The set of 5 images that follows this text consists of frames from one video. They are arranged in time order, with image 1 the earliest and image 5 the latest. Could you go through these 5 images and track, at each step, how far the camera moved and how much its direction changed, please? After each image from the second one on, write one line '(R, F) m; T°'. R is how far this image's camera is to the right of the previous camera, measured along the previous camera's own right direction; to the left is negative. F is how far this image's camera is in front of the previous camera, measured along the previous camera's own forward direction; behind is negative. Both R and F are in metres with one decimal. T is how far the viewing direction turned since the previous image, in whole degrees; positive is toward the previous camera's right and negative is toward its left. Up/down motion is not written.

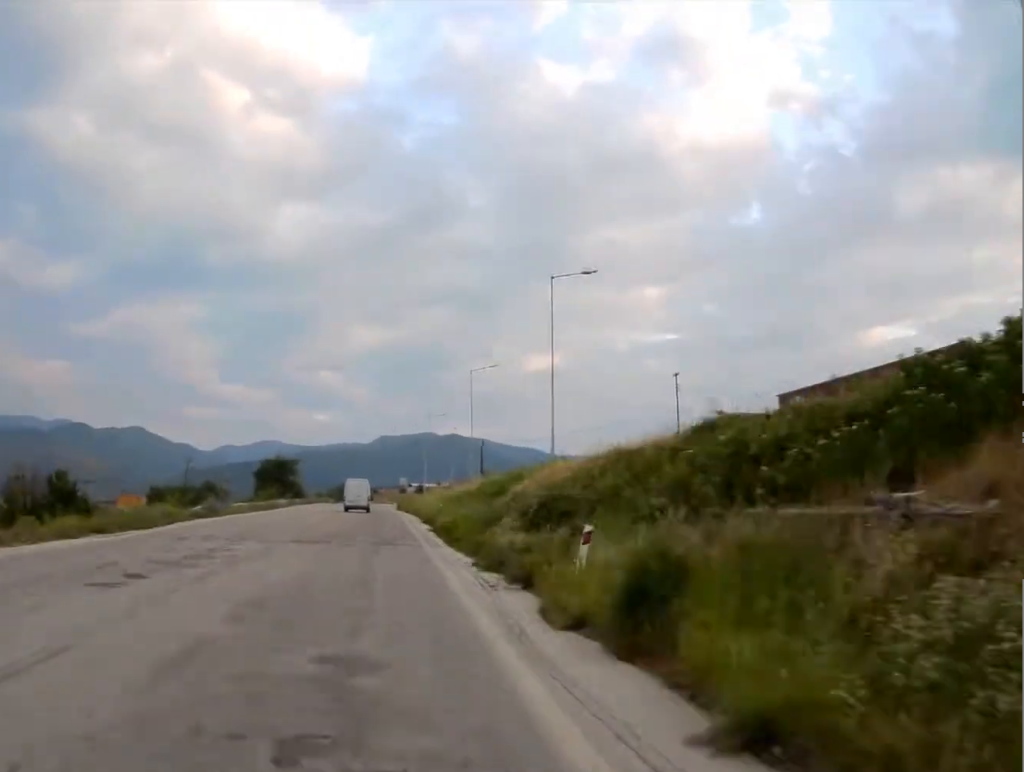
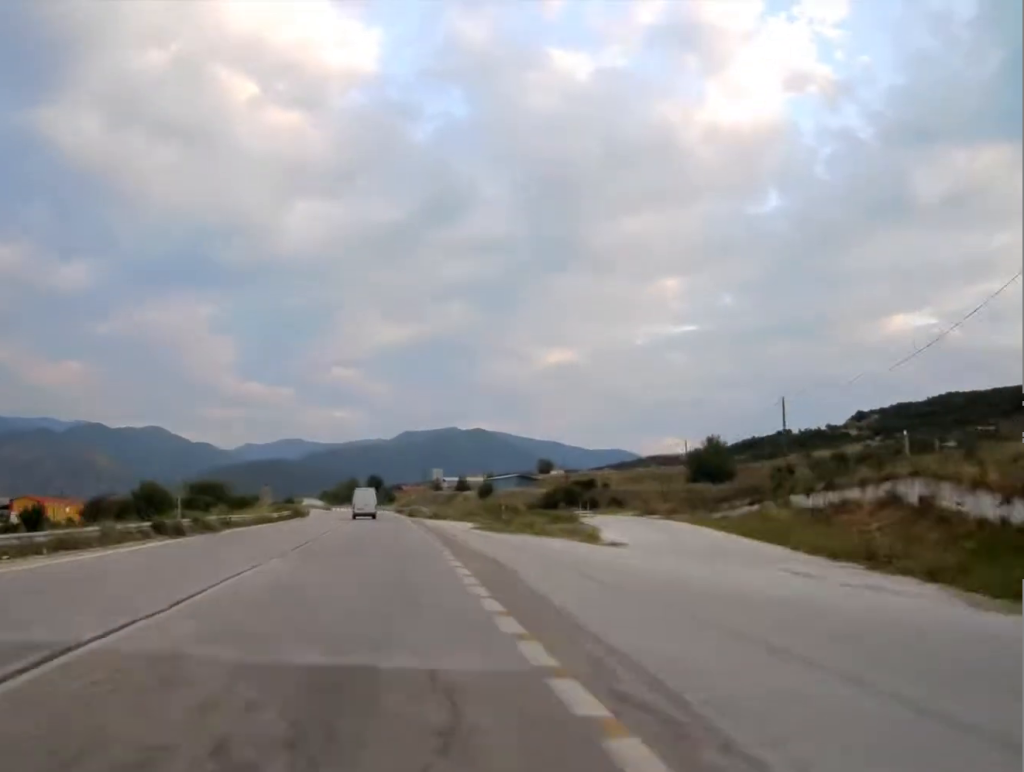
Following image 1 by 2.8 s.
(-1.5, +112.1) m; -1°
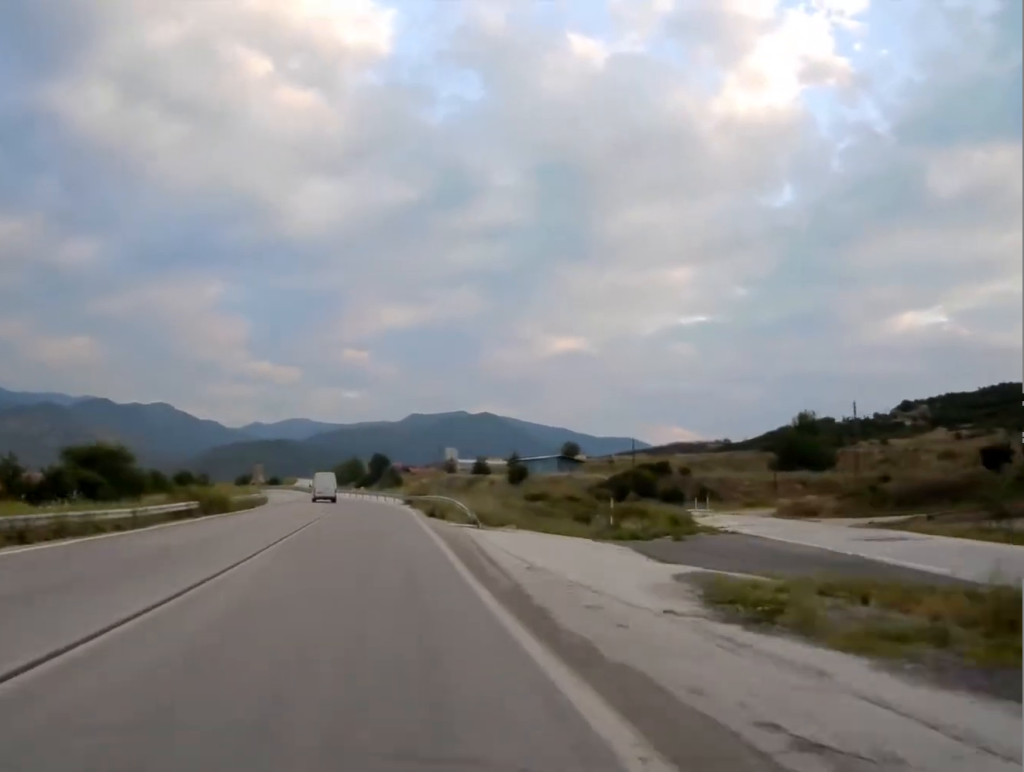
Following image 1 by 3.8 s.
(0.0, +37.6) m; -1°
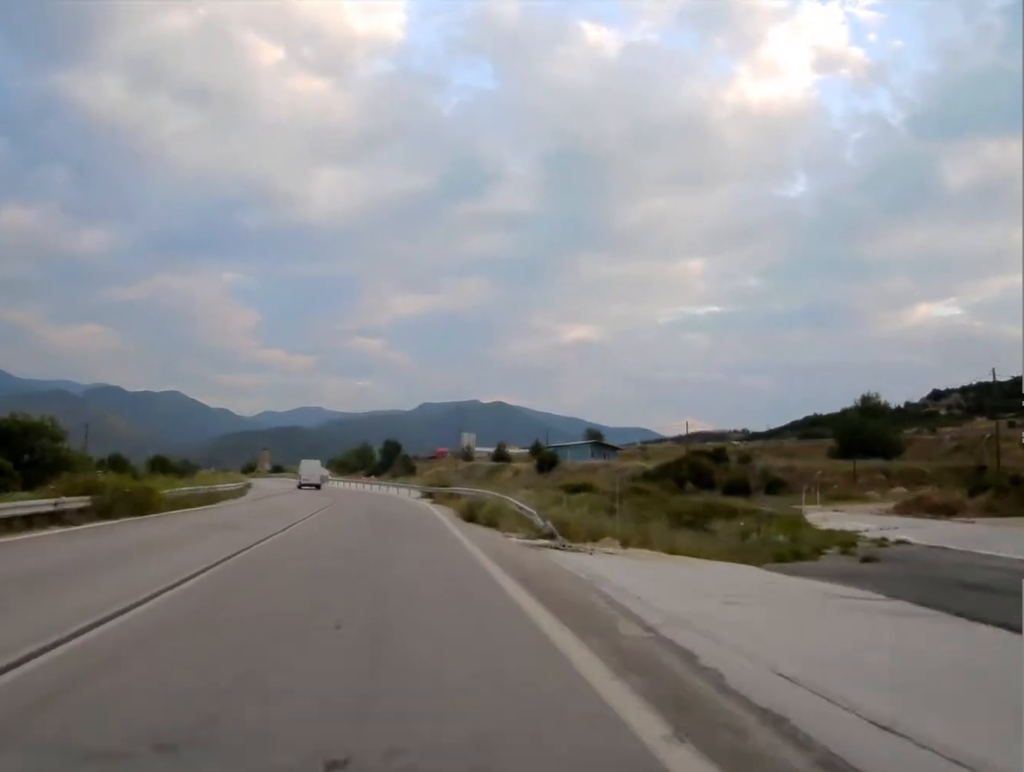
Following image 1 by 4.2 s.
(-0.1, +16.2) m; 0°
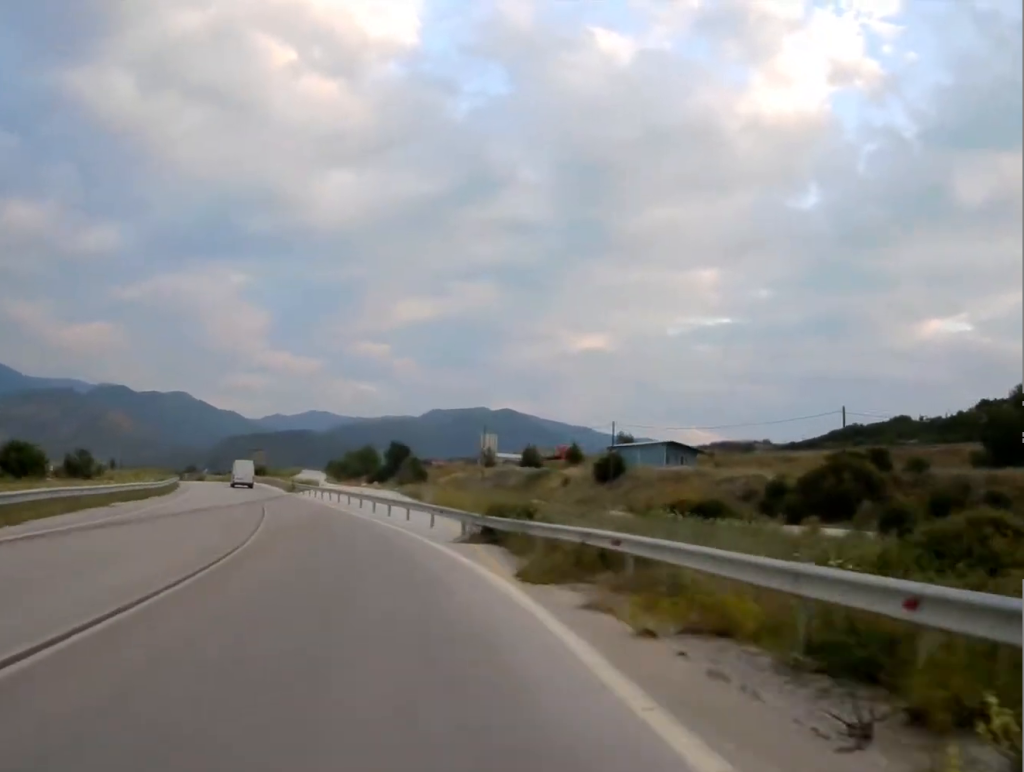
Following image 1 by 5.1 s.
(-0.2, +35.2) m; -3°
